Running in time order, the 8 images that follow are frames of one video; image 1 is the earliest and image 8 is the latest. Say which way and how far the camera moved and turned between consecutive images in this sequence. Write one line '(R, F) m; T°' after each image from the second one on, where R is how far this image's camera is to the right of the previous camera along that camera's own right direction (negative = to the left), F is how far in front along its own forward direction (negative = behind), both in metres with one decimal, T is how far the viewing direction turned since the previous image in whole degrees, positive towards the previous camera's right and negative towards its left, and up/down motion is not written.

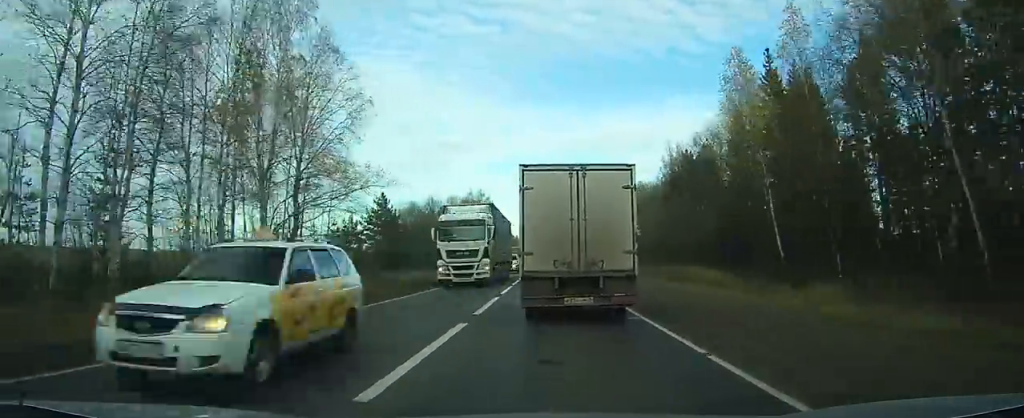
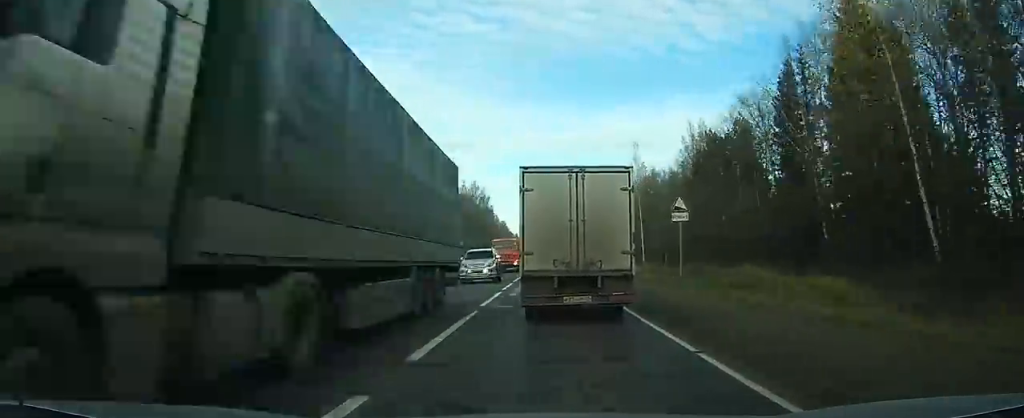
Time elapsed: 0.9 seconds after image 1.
(0.0, +14.6) m; 0°
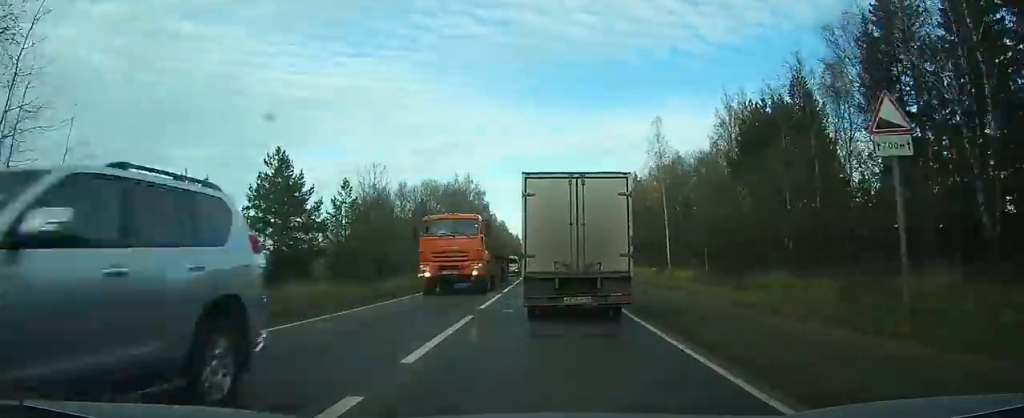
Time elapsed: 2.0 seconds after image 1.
(0.0, +16.7) m; 0°
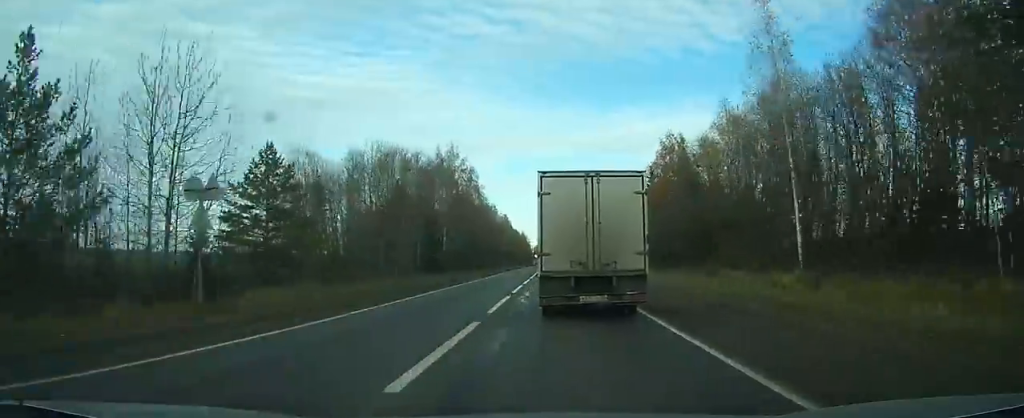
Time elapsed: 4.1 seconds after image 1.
(-0.1, +33.5) m; 0°
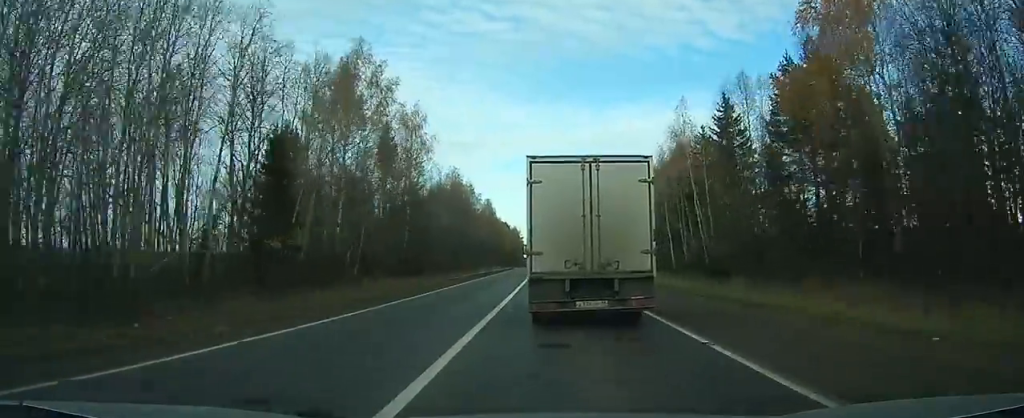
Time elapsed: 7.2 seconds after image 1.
(-0.2, +49.0) m; -1°
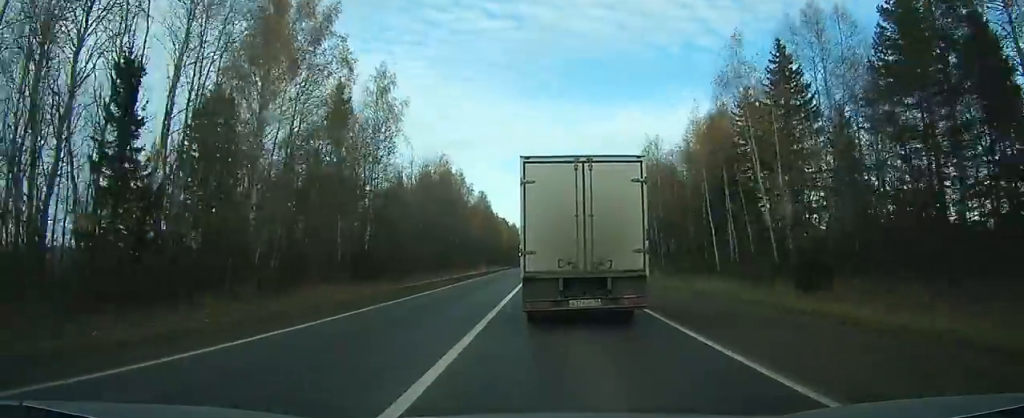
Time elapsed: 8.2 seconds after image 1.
(0.0, +16.2) m; 0°
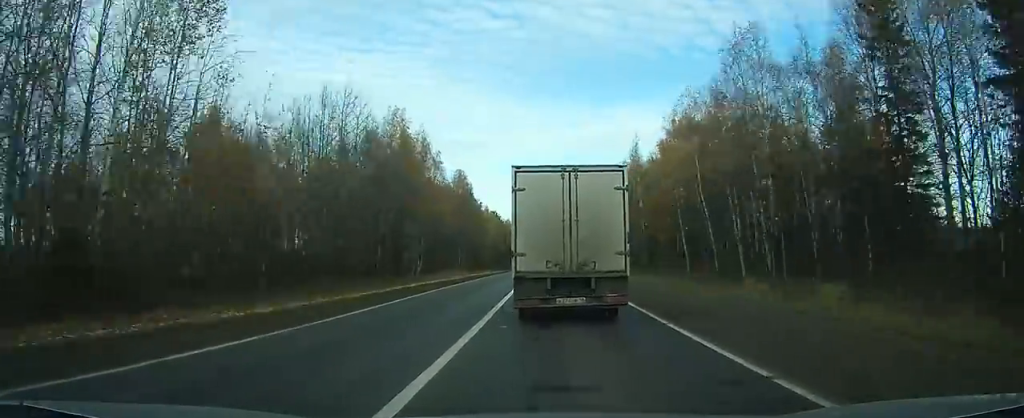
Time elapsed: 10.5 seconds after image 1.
(+0.1, +36.8) m; 0°
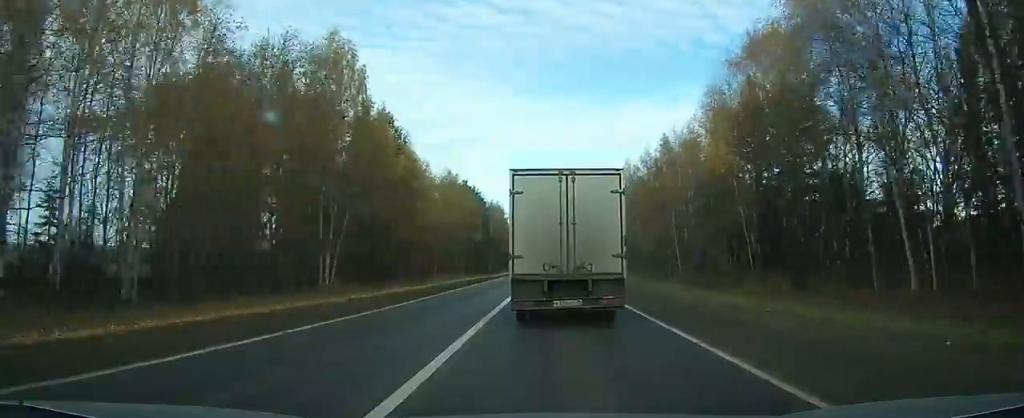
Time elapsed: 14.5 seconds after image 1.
(+0.3, +67.3) m; 0°
